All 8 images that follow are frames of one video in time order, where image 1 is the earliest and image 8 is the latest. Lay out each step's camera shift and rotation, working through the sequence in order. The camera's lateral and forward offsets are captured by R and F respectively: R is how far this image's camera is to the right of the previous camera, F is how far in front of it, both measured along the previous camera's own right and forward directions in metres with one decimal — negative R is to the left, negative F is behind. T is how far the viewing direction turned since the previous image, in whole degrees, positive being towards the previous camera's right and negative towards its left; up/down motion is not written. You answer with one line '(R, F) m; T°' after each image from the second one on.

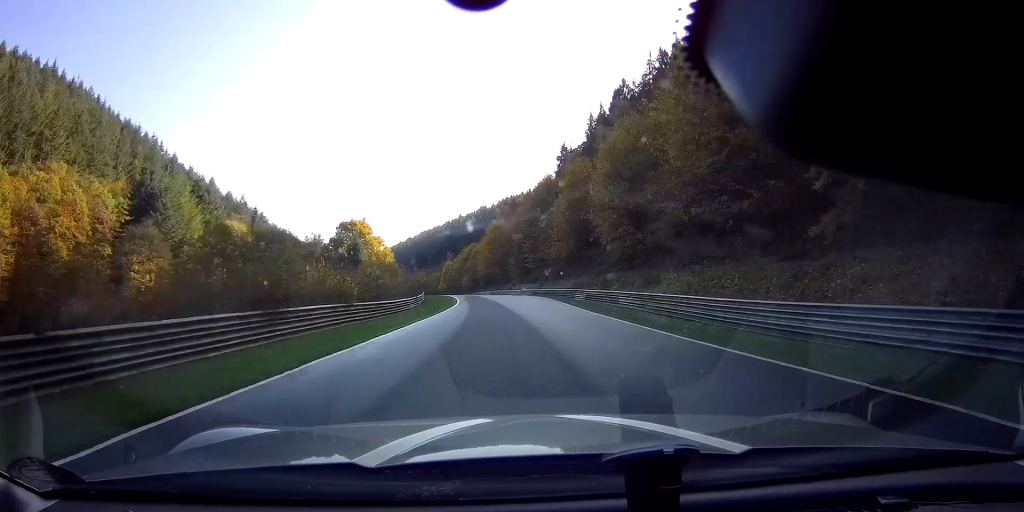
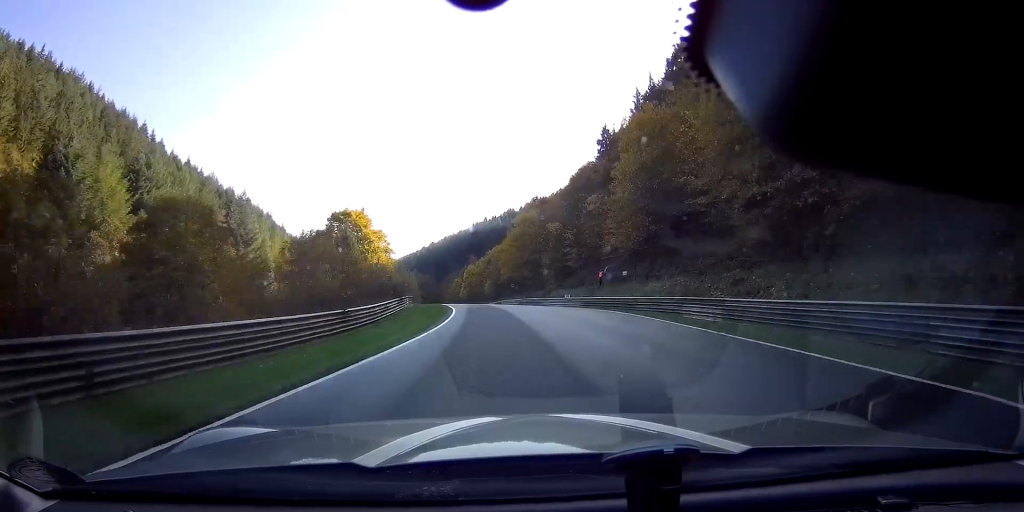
(-0.5, +25.5) m; -3°
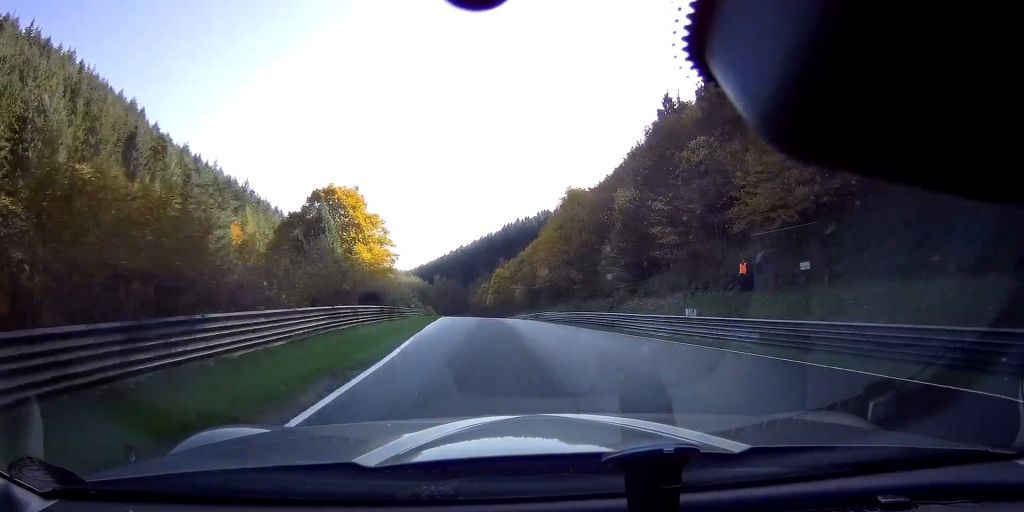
(-1.0, +27.3) m; -2°
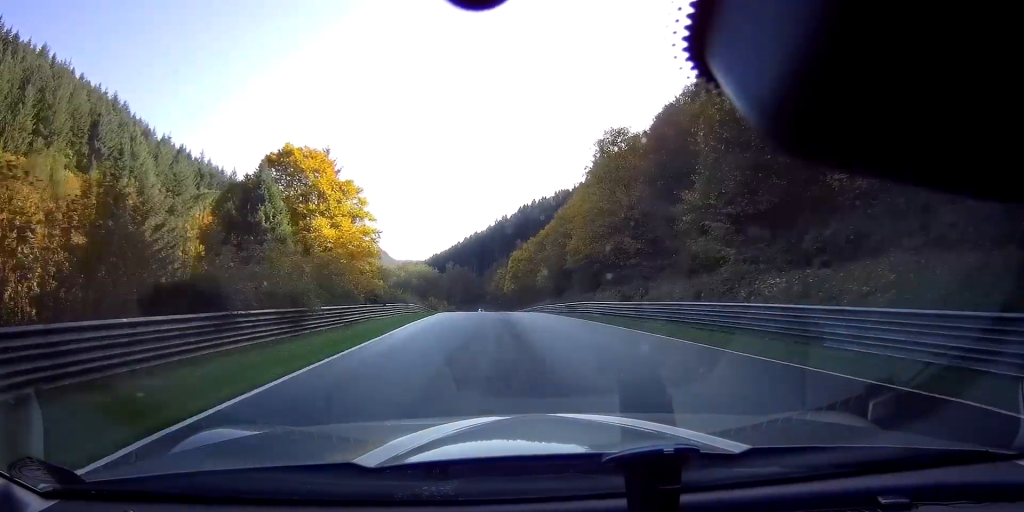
(-0.3, +20.7) m; -1°
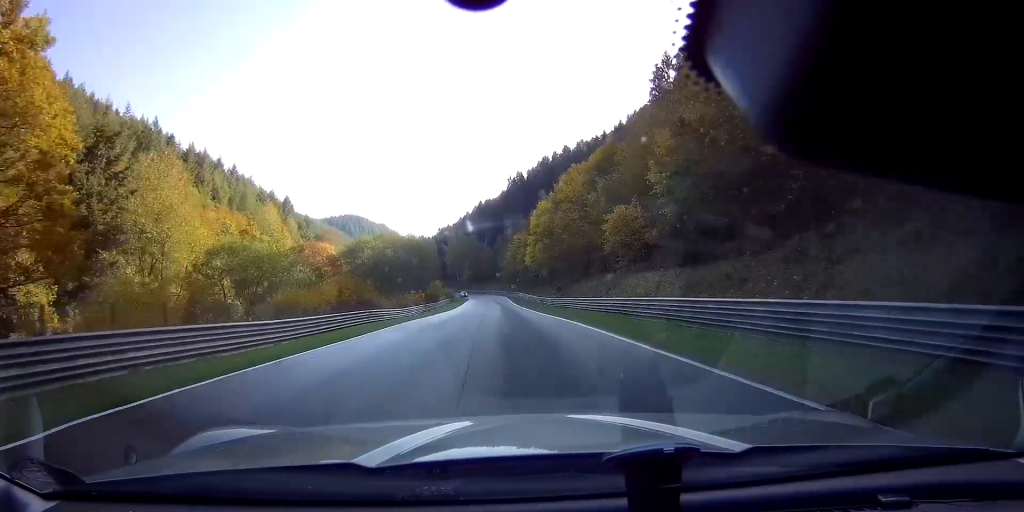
(-1.5, +54.4) m; -2°
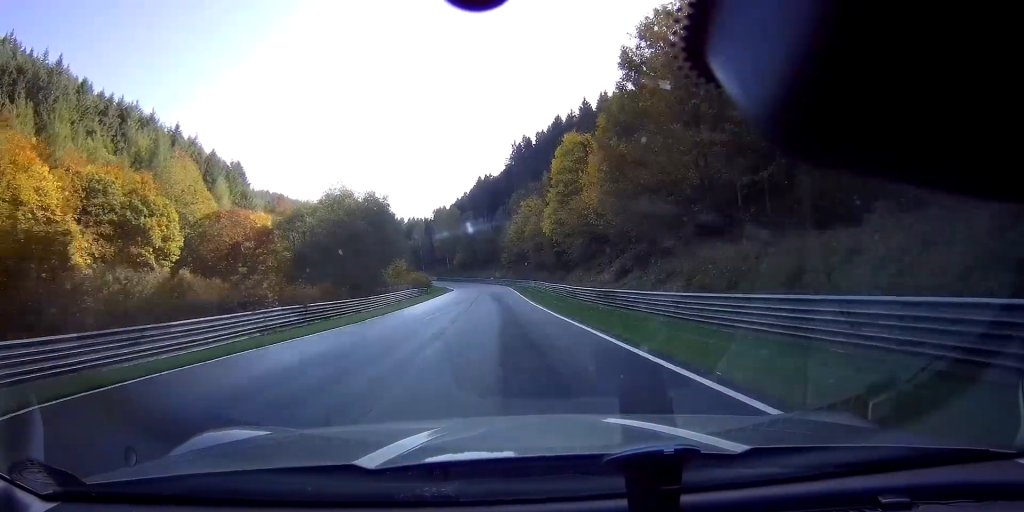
(-0.3, +40.4) m; -2°
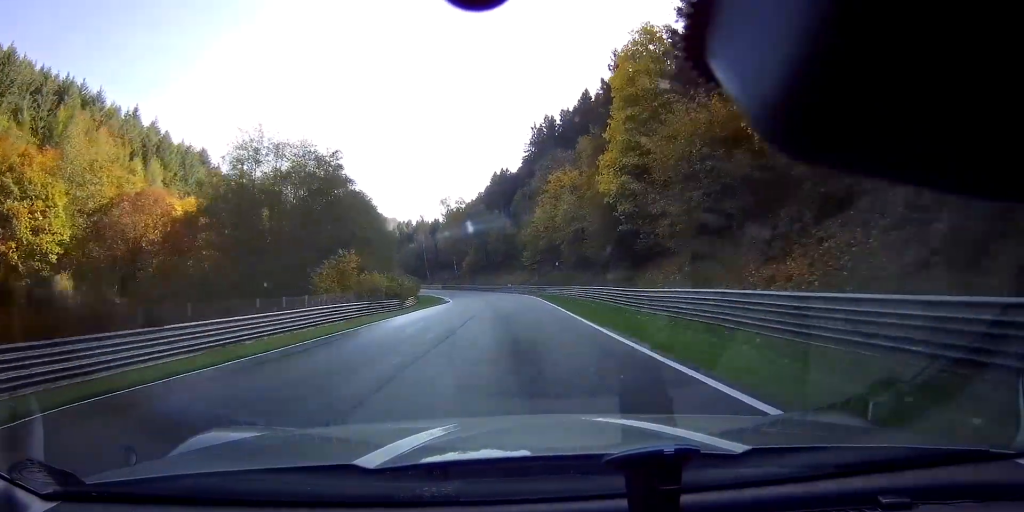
(-0.1, +29.9) m; -2°
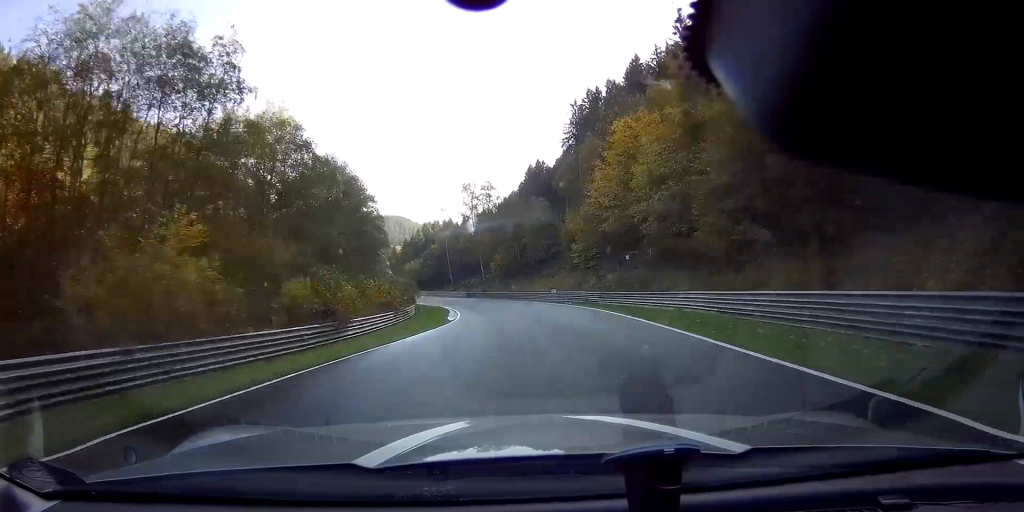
(-0.4, +25.2) m; -4°
